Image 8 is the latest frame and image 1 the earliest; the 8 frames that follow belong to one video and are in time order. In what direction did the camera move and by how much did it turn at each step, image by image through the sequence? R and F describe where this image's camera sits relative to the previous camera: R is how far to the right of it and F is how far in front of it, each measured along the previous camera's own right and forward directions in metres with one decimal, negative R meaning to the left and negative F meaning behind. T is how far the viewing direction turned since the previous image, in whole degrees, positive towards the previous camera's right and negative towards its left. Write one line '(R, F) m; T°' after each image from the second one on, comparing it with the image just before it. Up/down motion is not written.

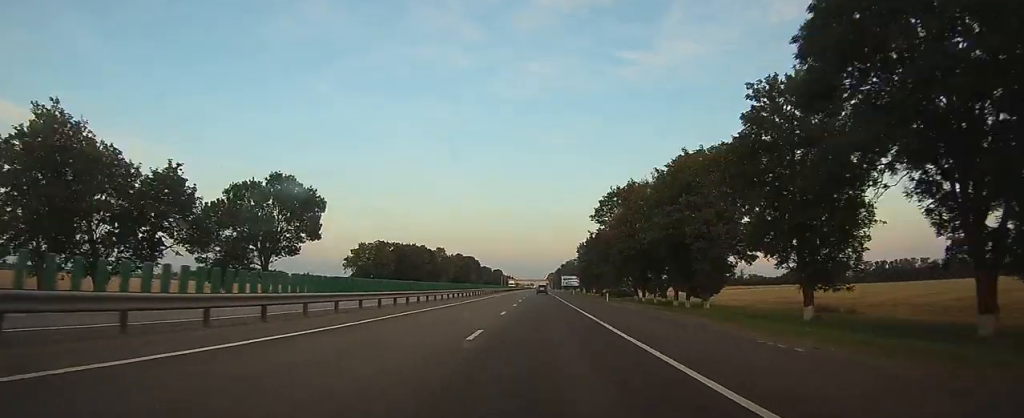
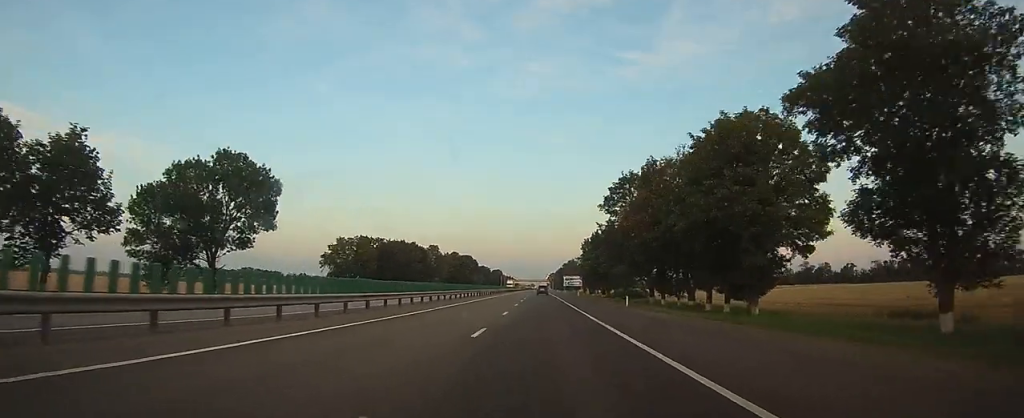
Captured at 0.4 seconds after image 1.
(+0.1, +10.9) m; 0°
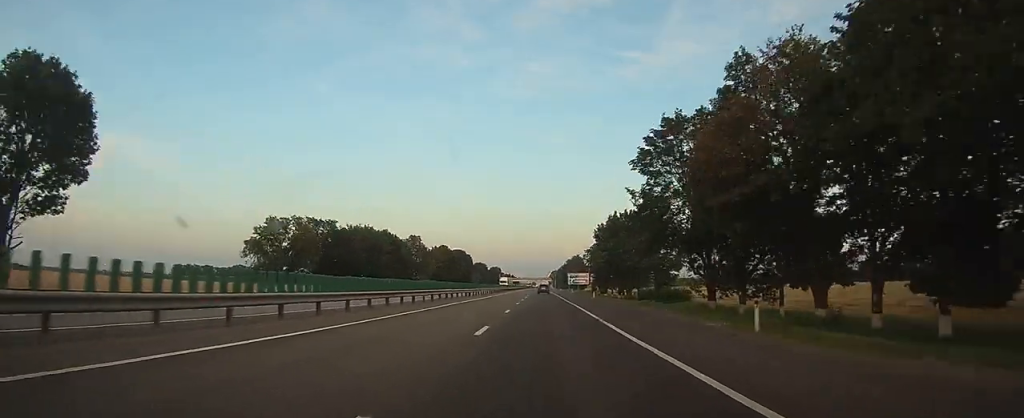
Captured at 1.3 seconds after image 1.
(0.0, +23.9) m; 0°
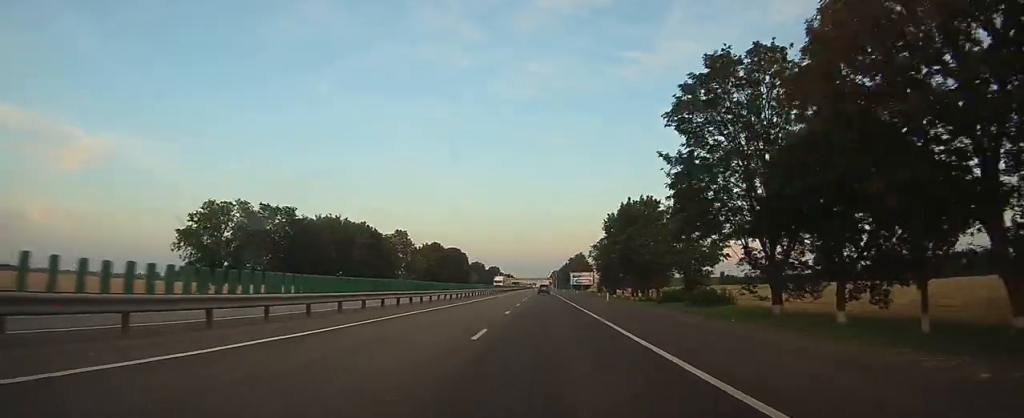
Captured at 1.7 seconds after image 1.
(0.0, +12.9) m; 0°
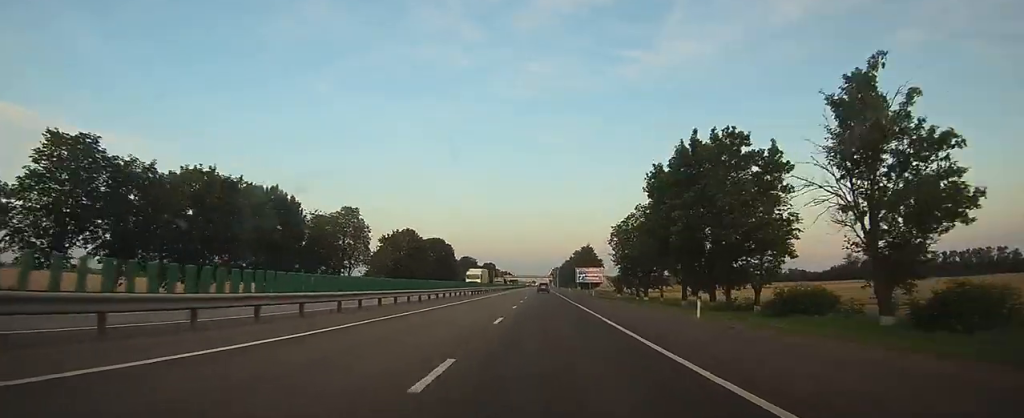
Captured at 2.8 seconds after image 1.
(-0.1, +30.6) m; 0°
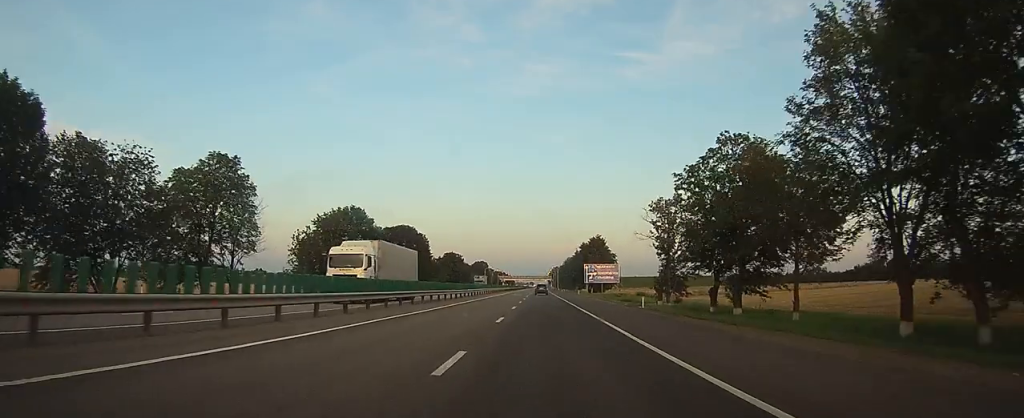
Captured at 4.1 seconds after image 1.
(+0.1, +34.5) m; 0°
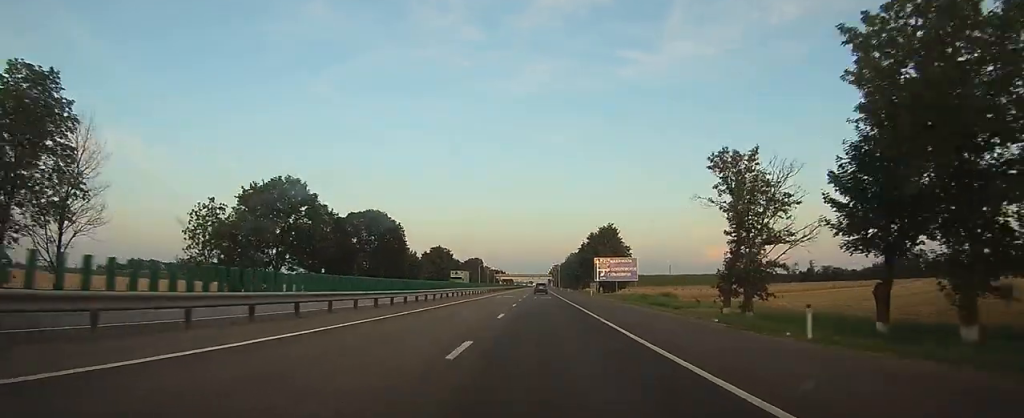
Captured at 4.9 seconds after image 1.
(+0.1, +22.5) m; 0°
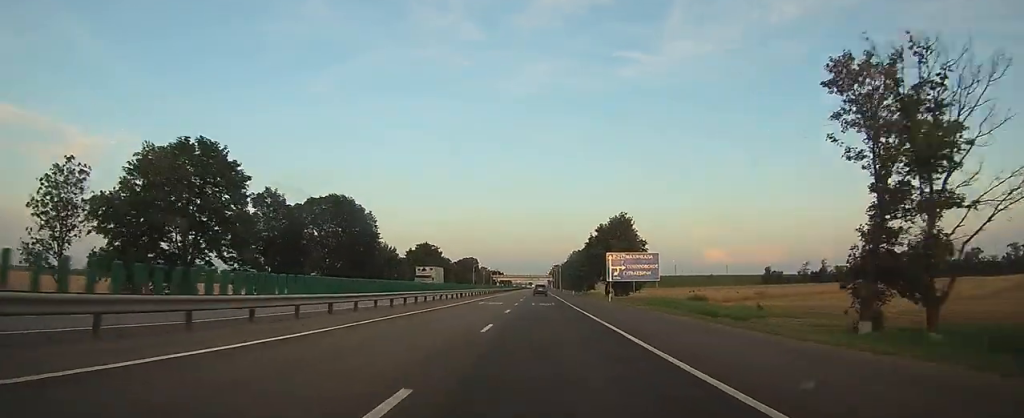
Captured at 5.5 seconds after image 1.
(0.0, +17.8) m; 0°
